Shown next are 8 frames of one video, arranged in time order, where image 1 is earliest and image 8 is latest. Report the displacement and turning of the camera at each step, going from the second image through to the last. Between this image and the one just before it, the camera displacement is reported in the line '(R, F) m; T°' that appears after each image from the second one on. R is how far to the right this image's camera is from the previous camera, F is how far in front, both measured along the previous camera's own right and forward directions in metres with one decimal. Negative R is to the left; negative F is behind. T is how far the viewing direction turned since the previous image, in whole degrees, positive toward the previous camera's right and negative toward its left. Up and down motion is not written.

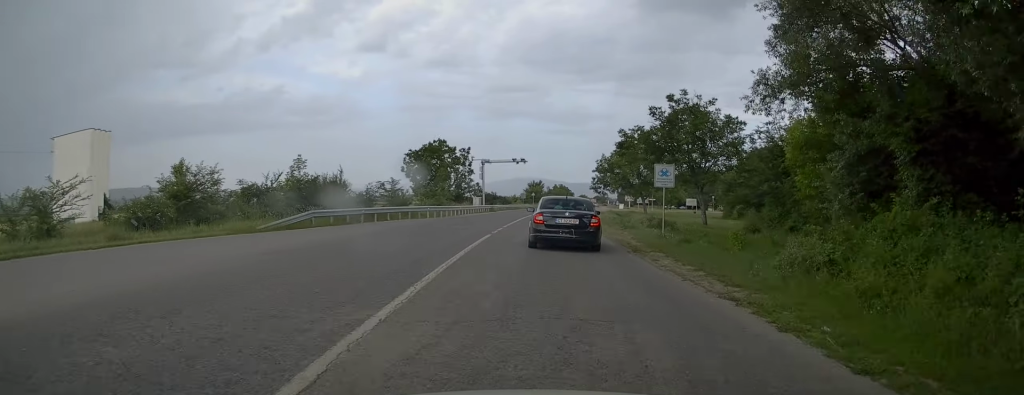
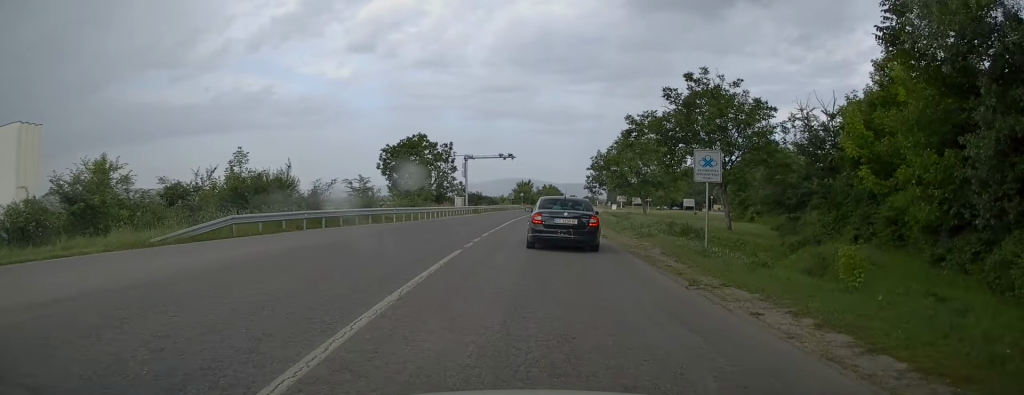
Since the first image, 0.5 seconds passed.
(-0.1, +6.7) m; +1°
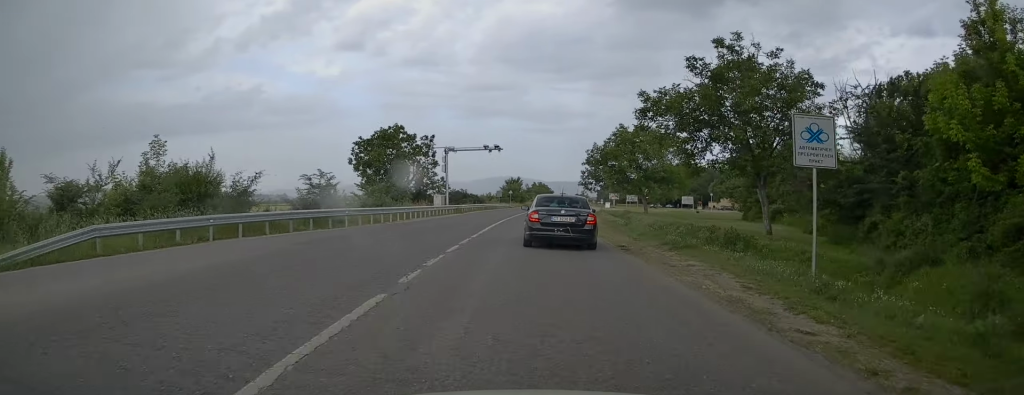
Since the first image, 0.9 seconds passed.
(+0.2, +6.7) m; +1°
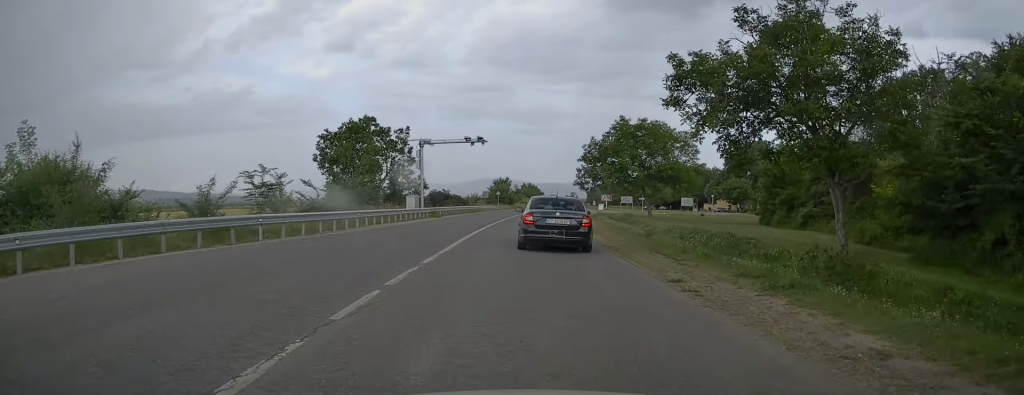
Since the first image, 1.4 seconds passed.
(+0.1, +7.2) m; +1°
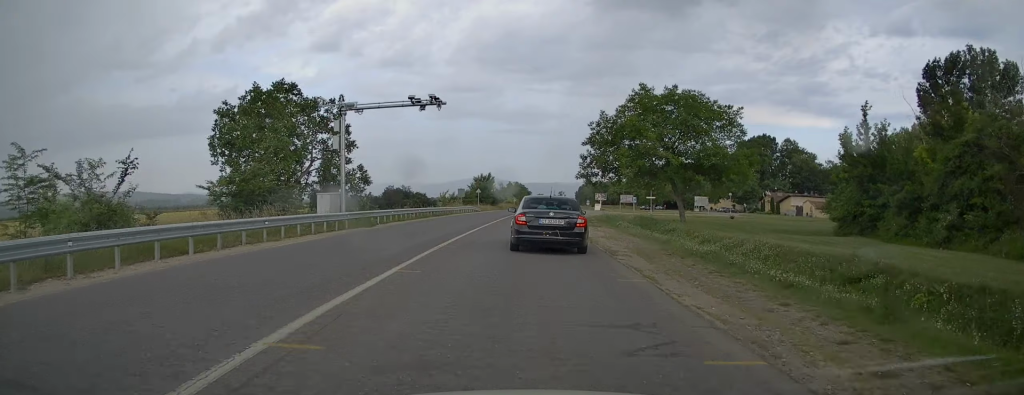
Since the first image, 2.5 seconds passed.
(+0.3, +15.9) m; +2°
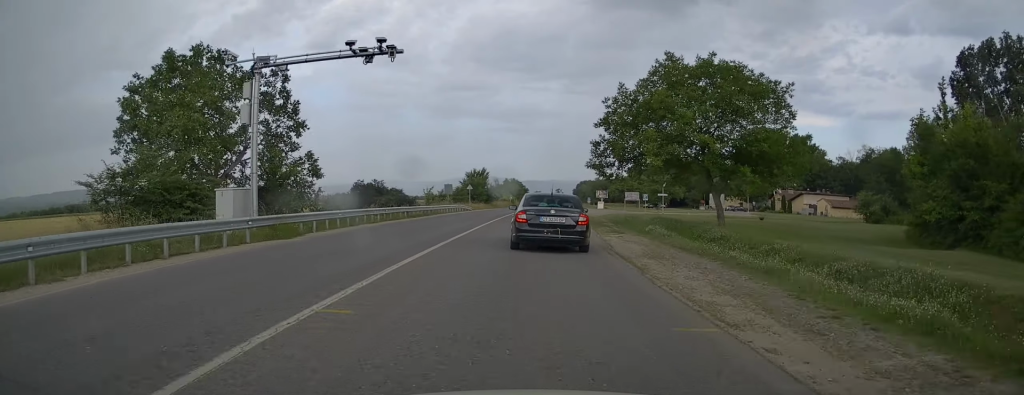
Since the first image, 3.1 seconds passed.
(+0.2, +8.9) m; +1°
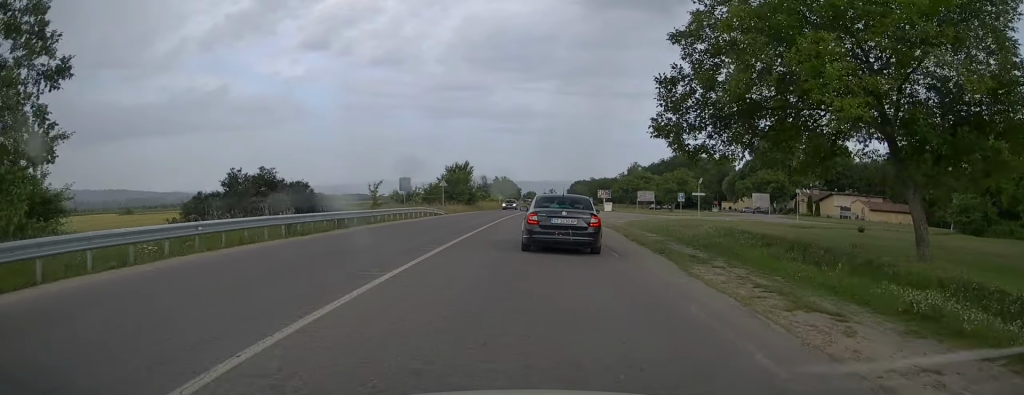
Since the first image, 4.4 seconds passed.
(+0.1, +18.4) m; 0°
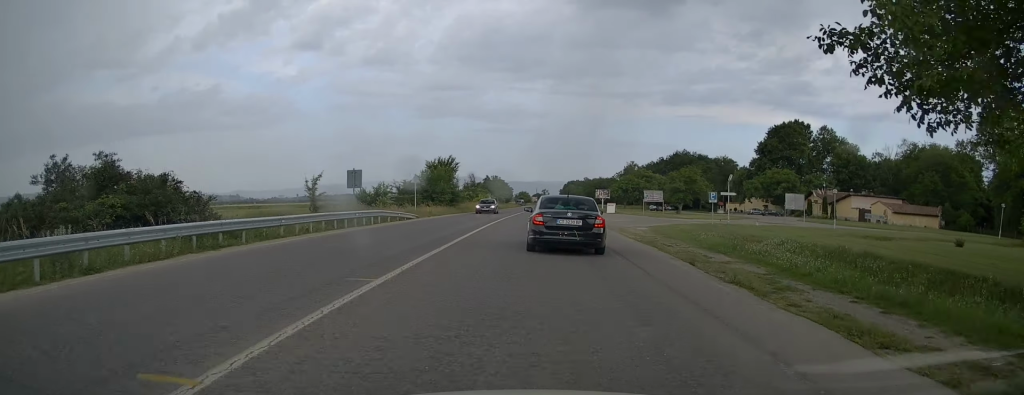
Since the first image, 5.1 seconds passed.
(-0.1, +10.4) m; 0°
